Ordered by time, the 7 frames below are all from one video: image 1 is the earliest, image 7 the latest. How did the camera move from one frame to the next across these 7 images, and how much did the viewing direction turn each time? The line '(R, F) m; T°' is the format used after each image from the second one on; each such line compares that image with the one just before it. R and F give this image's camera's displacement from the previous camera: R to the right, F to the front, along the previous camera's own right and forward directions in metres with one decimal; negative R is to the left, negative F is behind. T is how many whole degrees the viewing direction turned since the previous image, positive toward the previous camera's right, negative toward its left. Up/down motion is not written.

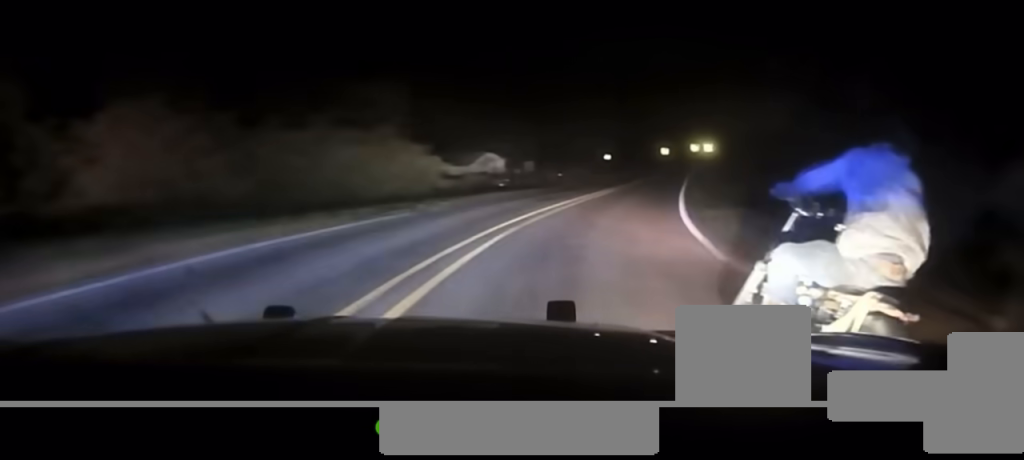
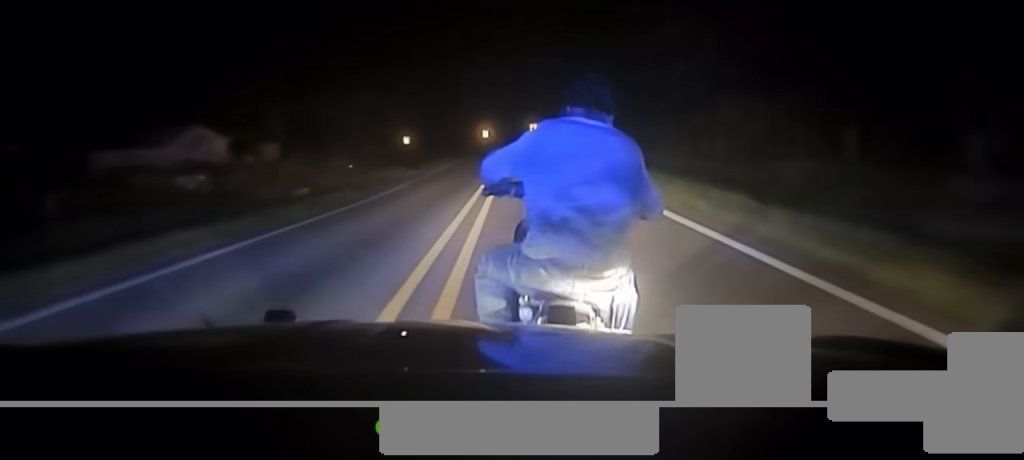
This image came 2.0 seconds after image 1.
(+5.9, +51.8) m; +10°
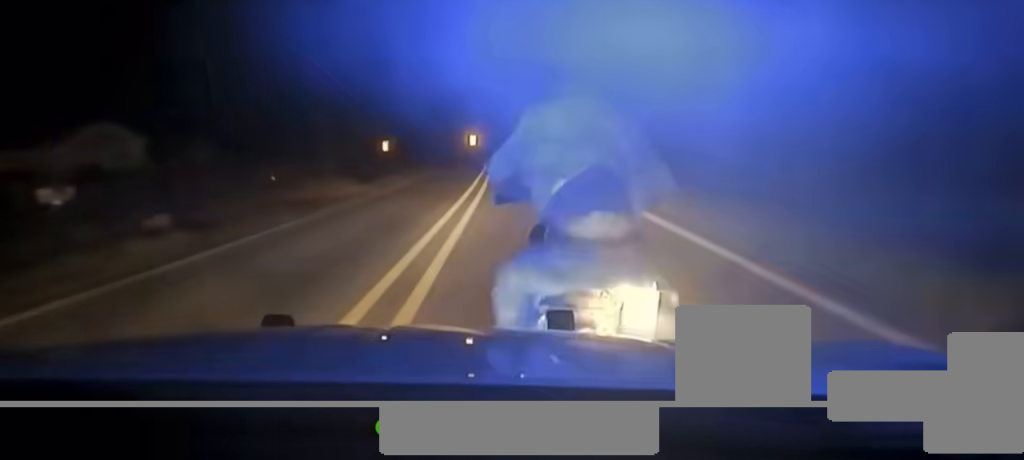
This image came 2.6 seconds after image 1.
(+0.2, +14.3) m; +1°
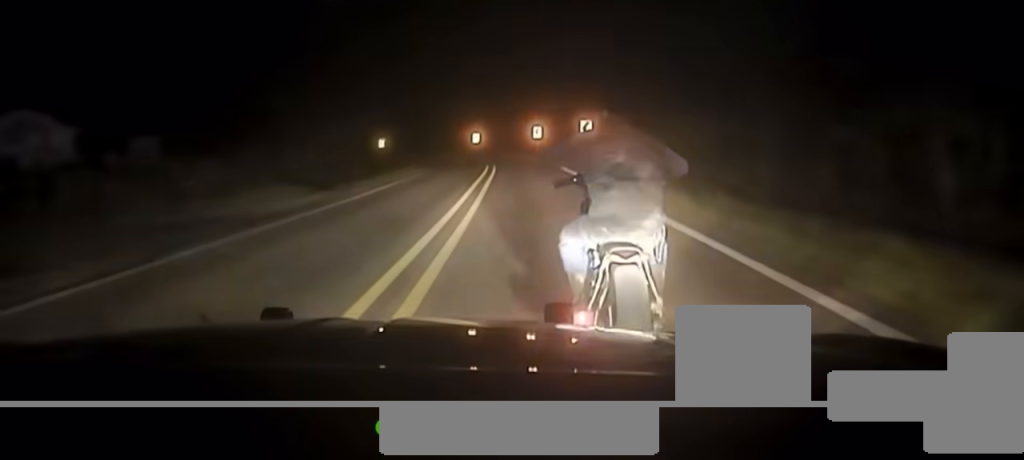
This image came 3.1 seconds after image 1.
(0.0, +11.0) m; 0°
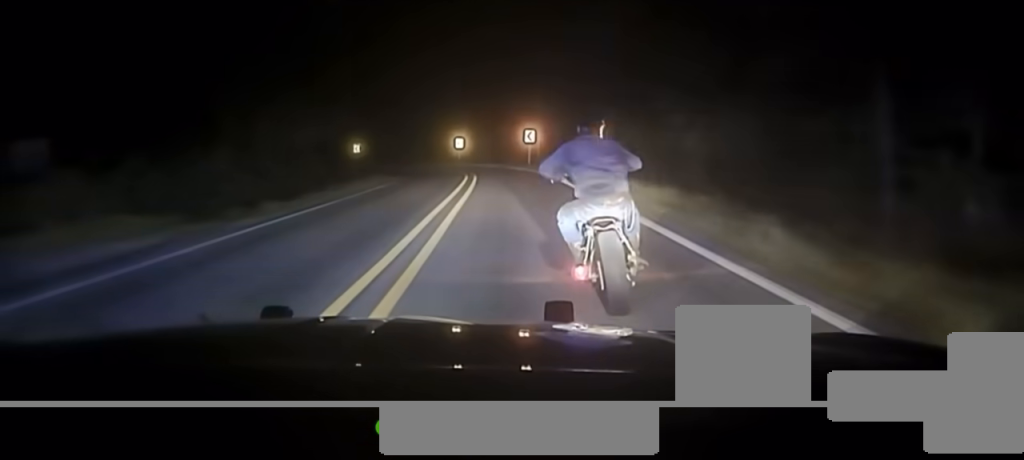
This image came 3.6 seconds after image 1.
(0.0, +11.9) m; 0°
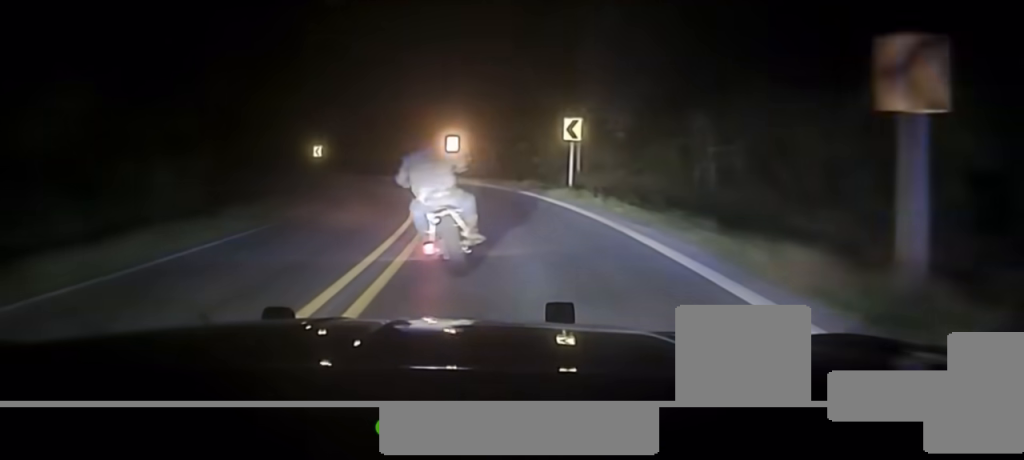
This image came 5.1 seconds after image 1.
(-0.2, +29.5) m; -5°
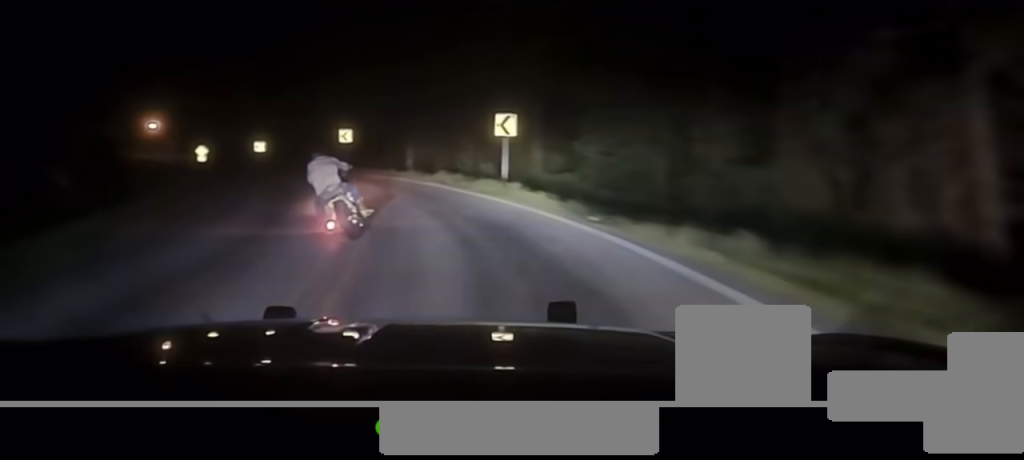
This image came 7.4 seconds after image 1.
(-6.7, +48.0) m; -18°
